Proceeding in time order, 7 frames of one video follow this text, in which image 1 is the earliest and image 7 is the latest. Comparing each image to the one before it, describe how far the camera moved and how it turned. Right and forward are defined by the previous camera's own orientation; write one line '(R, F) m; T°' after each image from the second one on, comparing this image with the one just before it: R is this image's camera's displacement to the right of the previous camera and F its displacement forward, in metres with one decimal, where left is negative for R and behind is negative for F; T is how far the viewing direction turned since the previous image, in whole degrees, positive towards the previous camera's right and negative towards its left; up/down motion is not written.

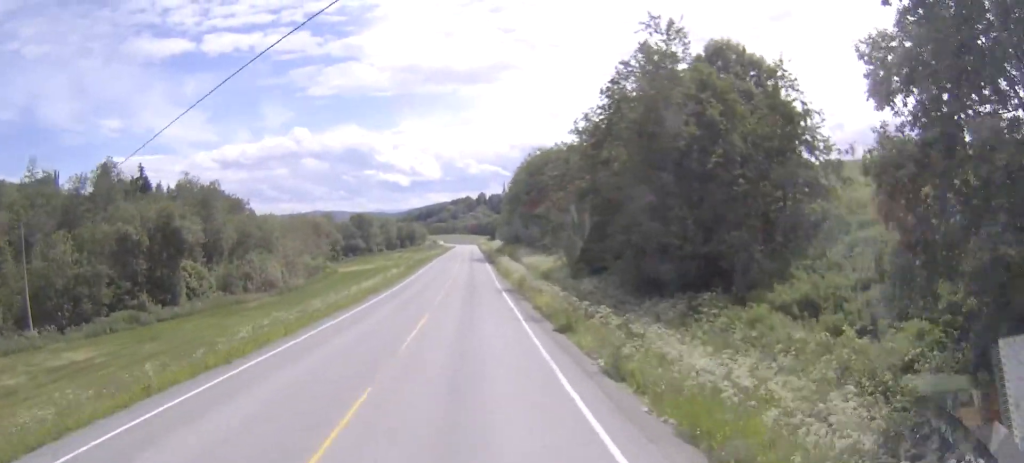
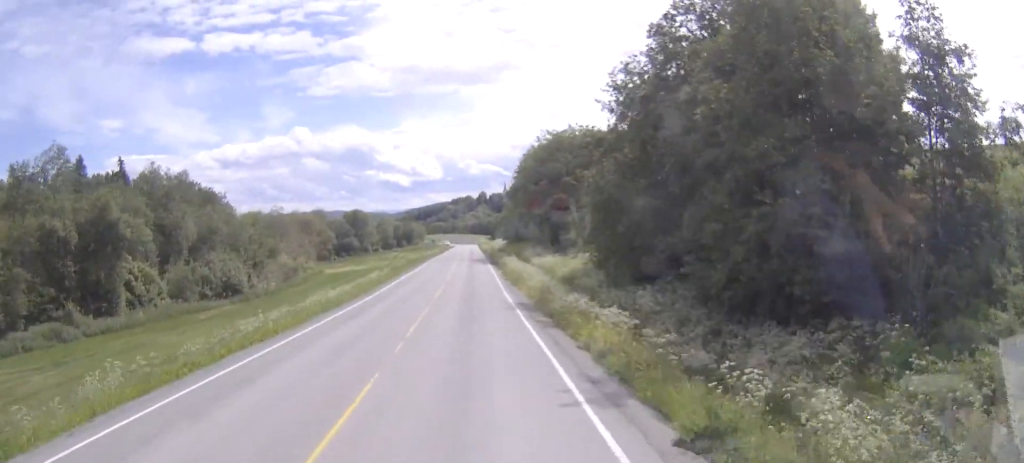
(0.0, +11.1) m; 0°
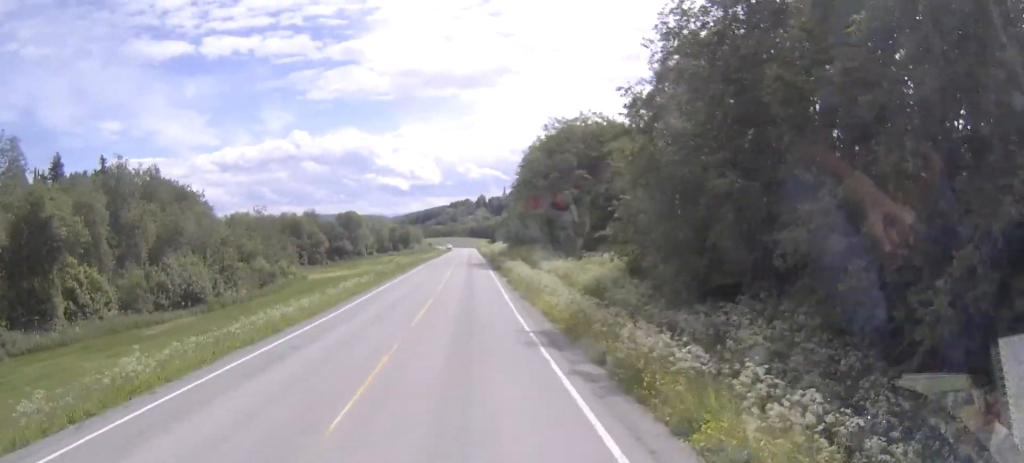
(0.0, +8.4) m; 0°
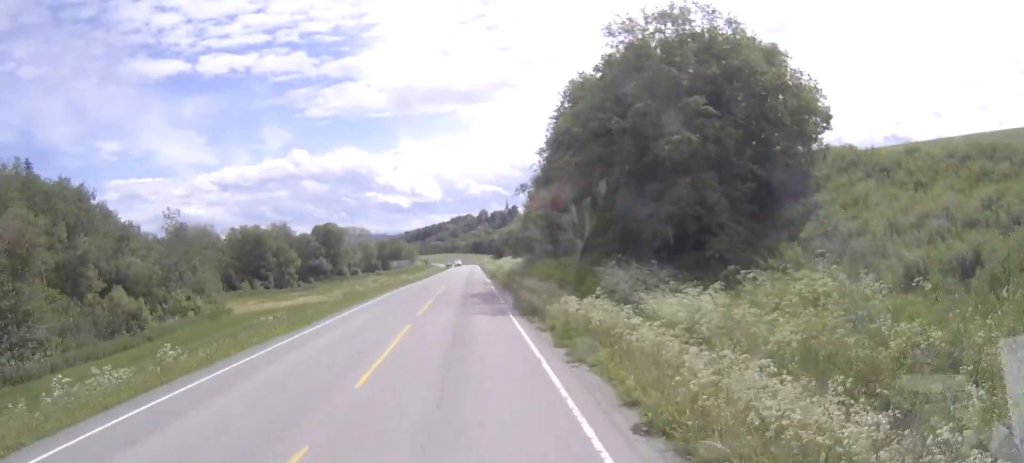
(-0.1, +30.4) m; 0°
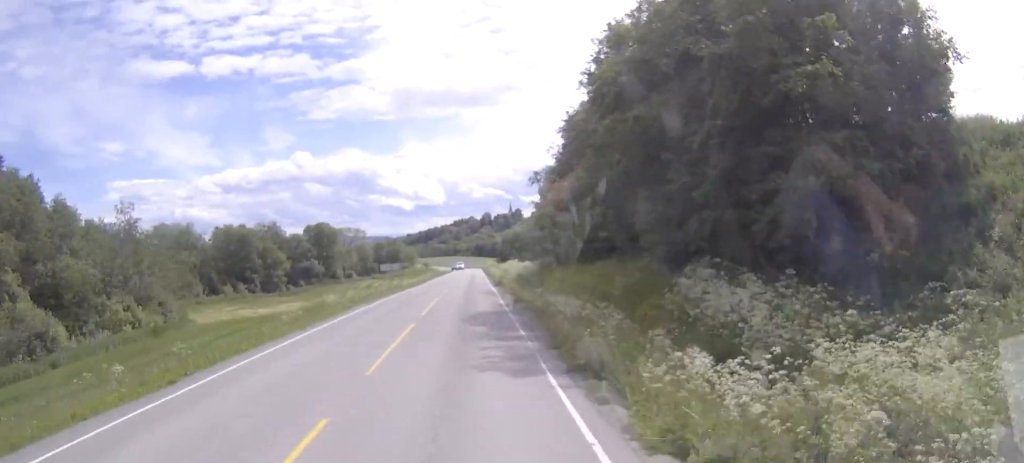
(0.0, +10.6) m; 0°
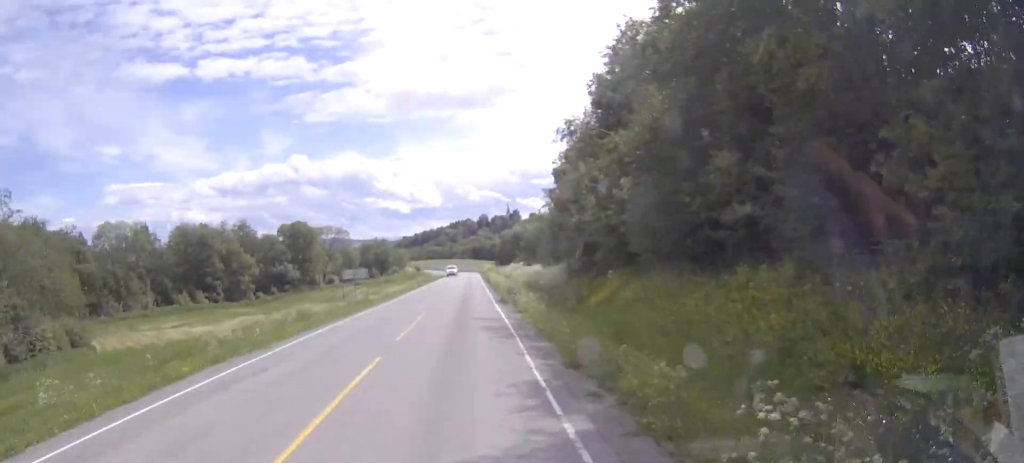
(0.0, +18.3) m; 0°
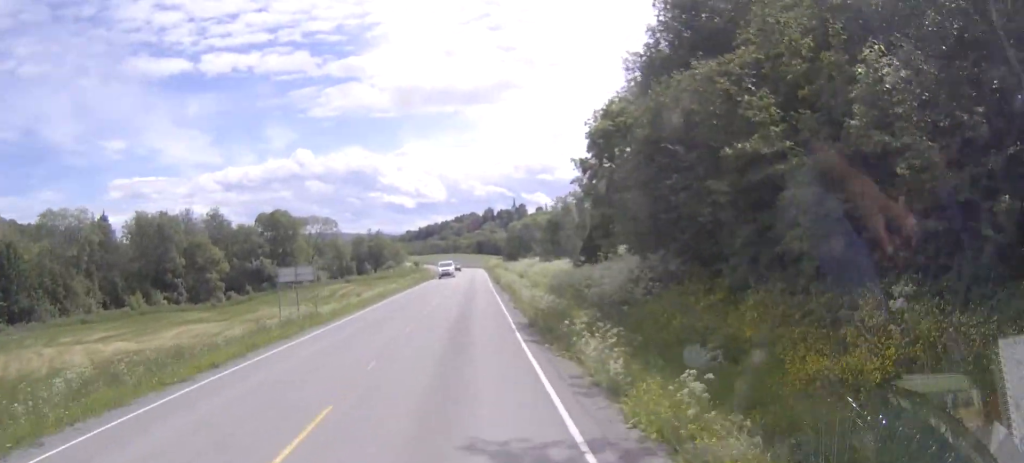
(0.0, +16.8) m; 0°
